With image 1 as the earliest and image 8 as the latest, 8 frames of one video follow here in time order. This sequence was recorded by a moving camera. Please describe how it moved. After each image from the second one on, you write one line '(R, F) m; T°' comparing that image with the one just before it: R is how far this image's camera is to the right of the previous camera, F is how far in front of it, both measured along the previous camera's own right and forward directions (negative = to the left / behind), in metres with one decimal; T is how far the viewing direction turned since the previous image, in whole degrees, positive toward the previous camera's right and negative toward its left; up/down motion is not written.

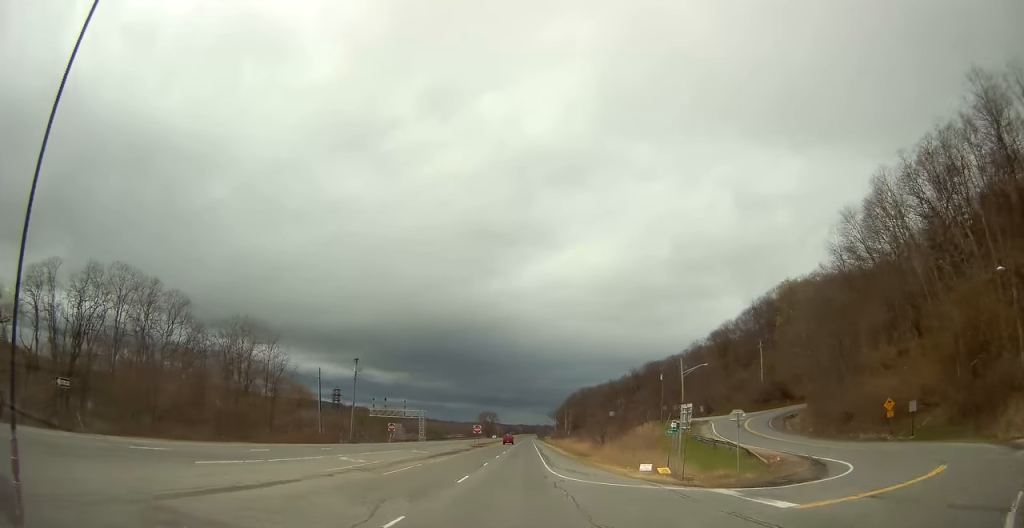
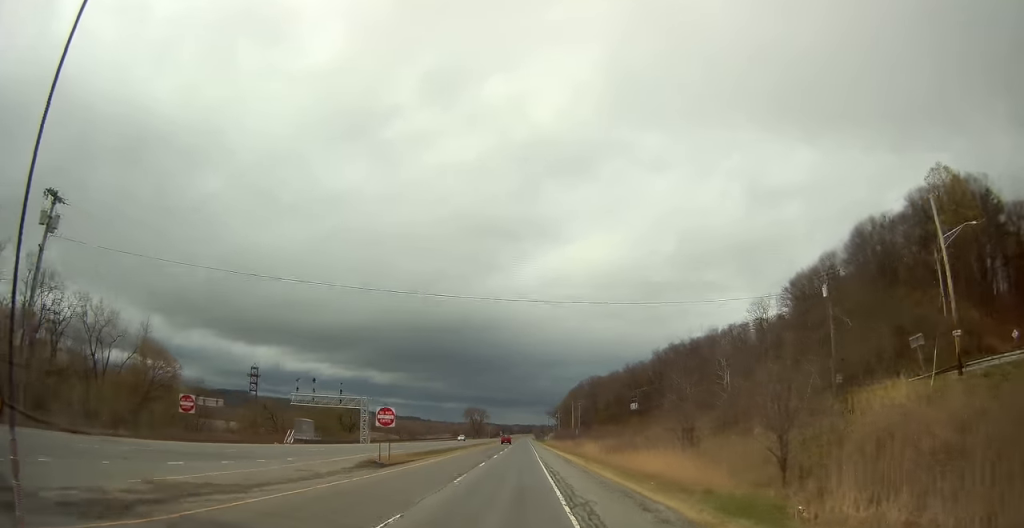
(-0.1, +61.5) m; 0°
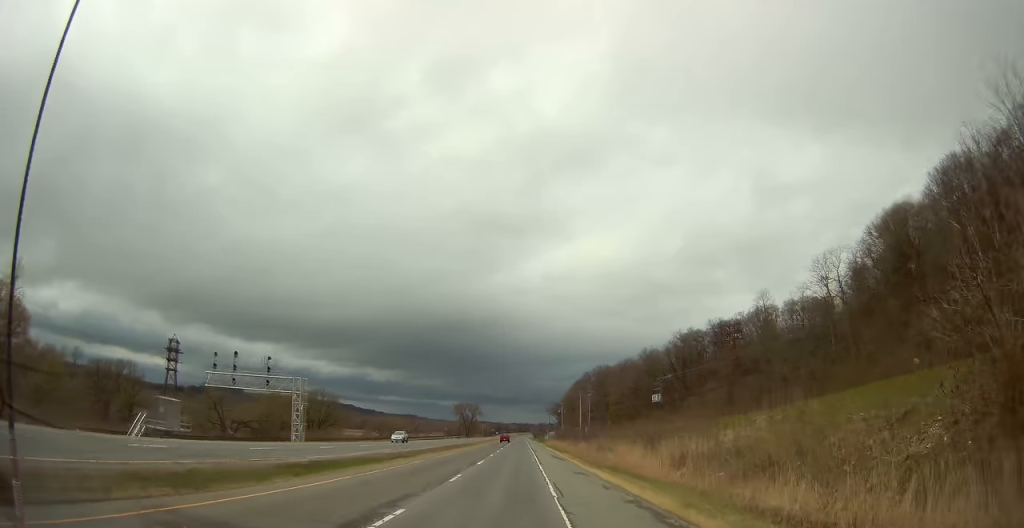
(+0.1, +36.0) m; 0°
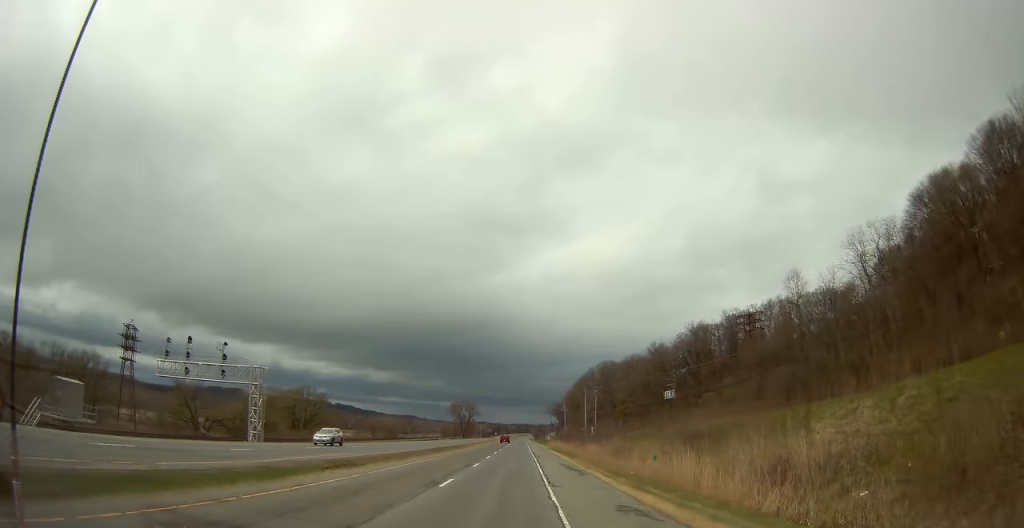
(0.0, +14.5) m; 0°
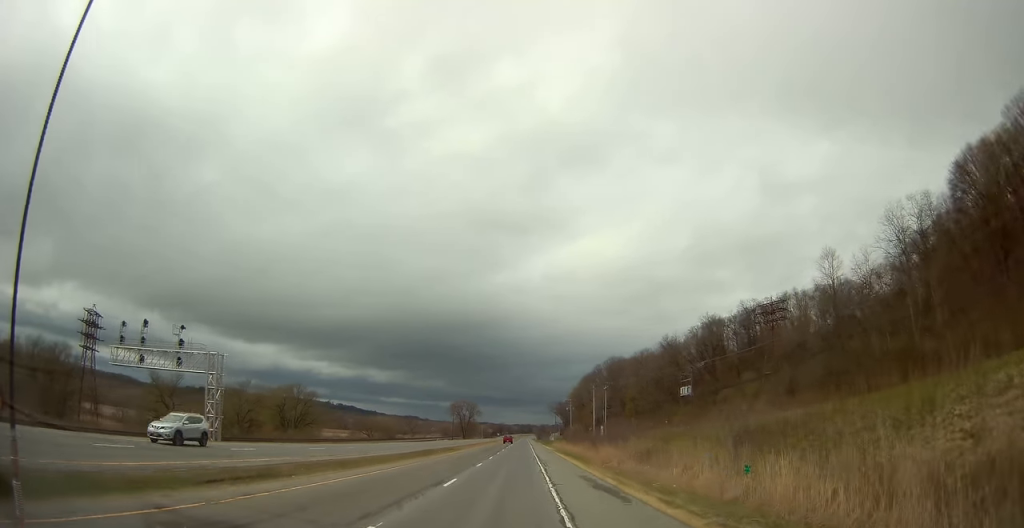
(0.0, +12.0) m; 0°
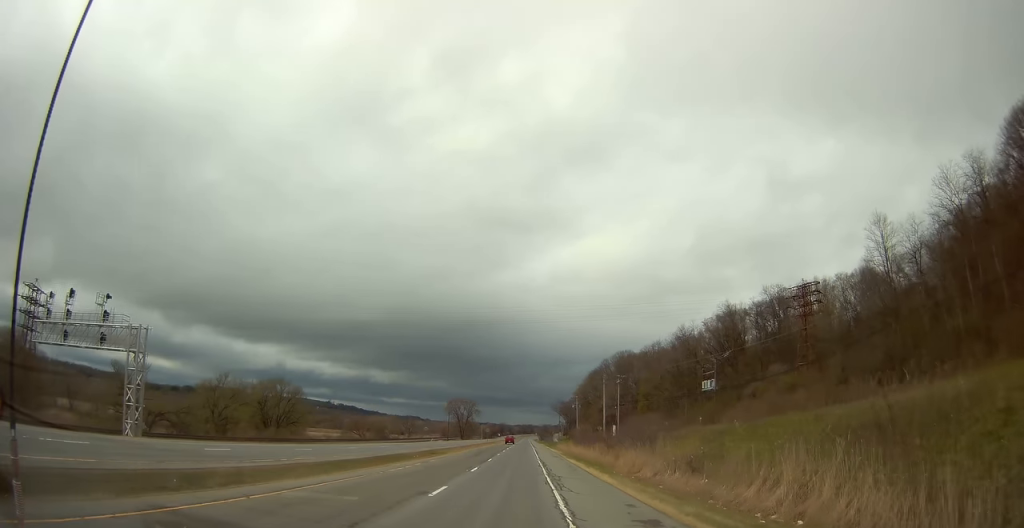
(0.0, +15.4) m; 0°
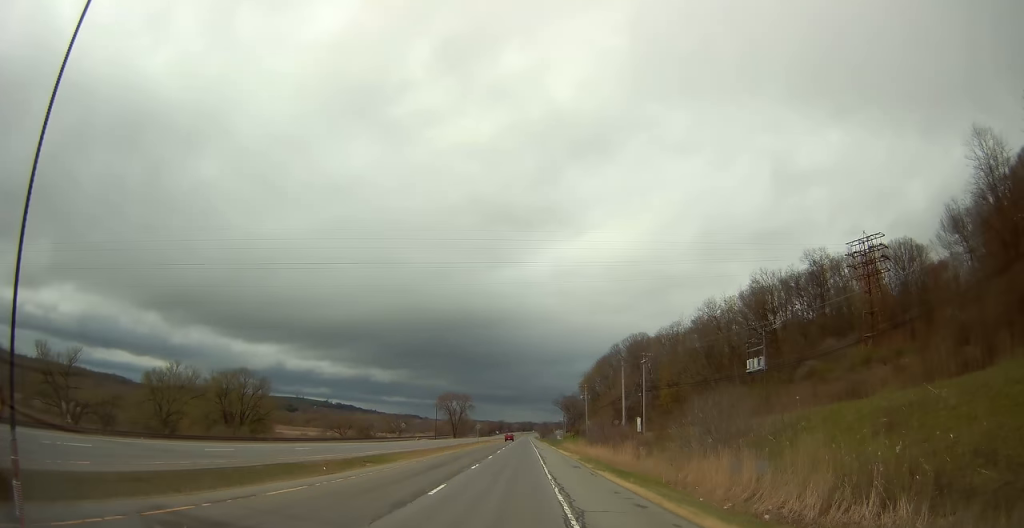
(0.0, +24.8) m; +1°
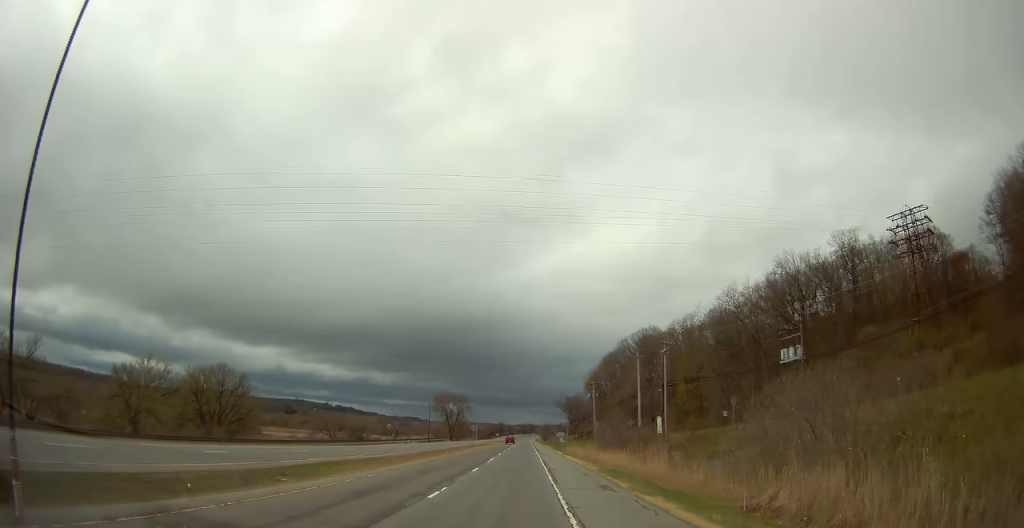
(0.0, +12.8) m; 0°
